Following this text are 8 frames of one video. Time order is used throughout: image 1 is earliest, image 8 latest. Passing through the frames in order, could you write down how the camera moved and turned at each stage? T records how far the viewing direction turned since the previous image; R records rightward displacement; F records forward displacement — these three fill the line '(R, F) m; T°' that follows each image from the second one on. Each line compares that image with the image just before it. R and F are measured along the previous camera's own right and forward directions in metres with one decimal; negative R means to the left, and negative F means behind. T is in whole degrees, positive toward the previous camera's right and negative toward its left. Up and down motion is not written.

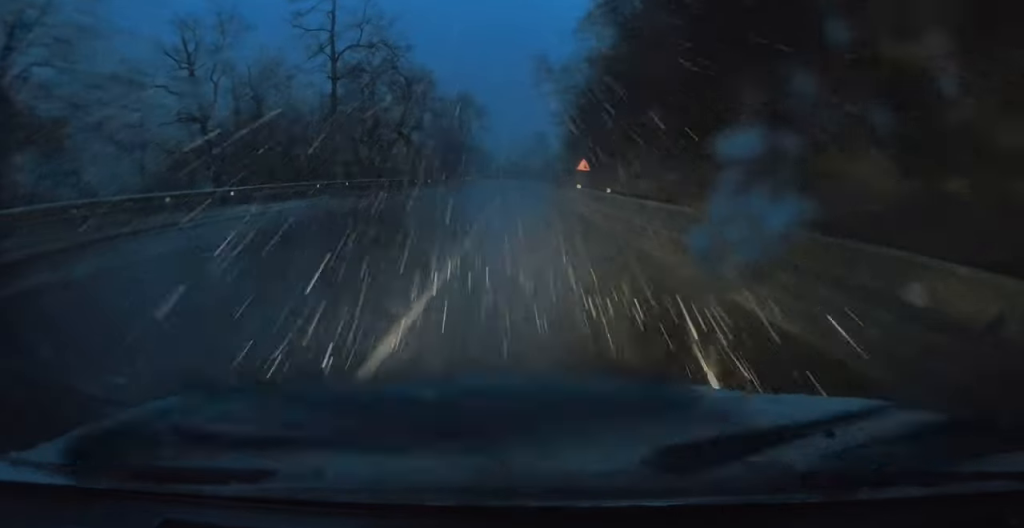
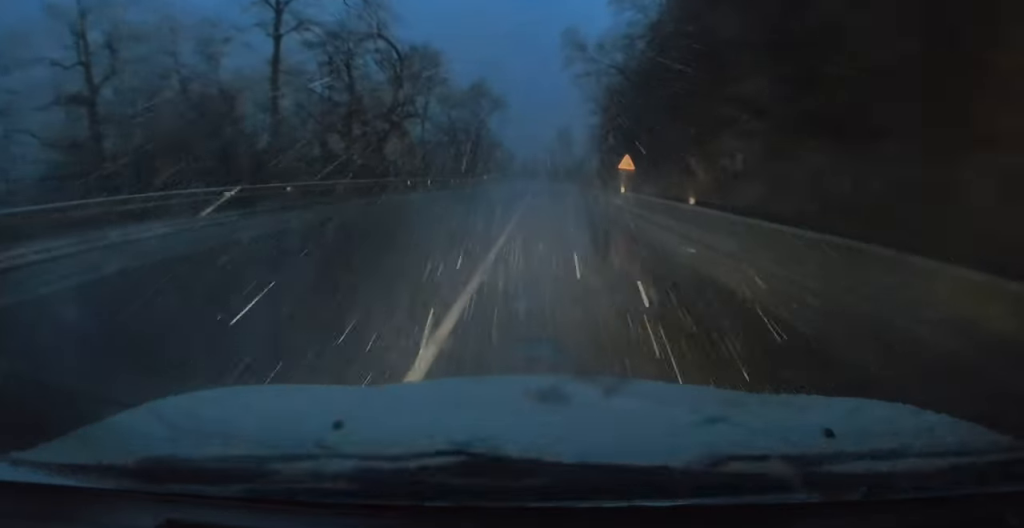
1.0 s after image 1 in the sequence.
(0.0, +10.9) m; +1°
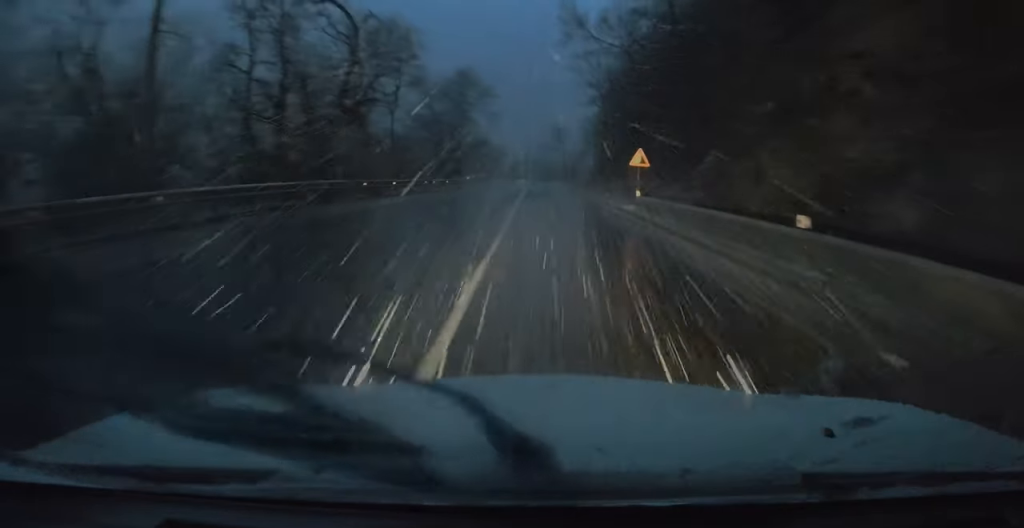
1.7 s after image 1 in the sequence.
(+0.1, +7.4) m; +1°
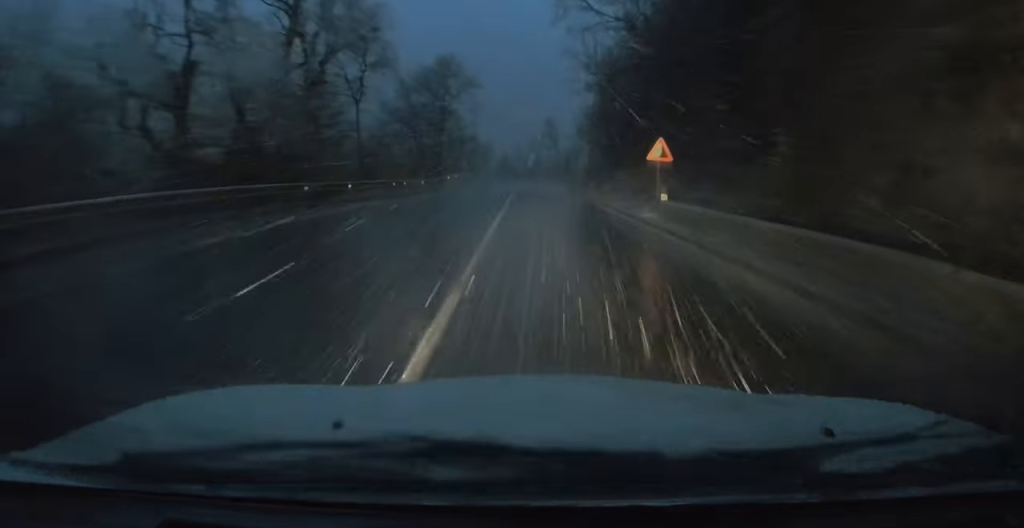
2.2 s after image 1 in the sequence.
(+0.1, +6.3) m; -1°
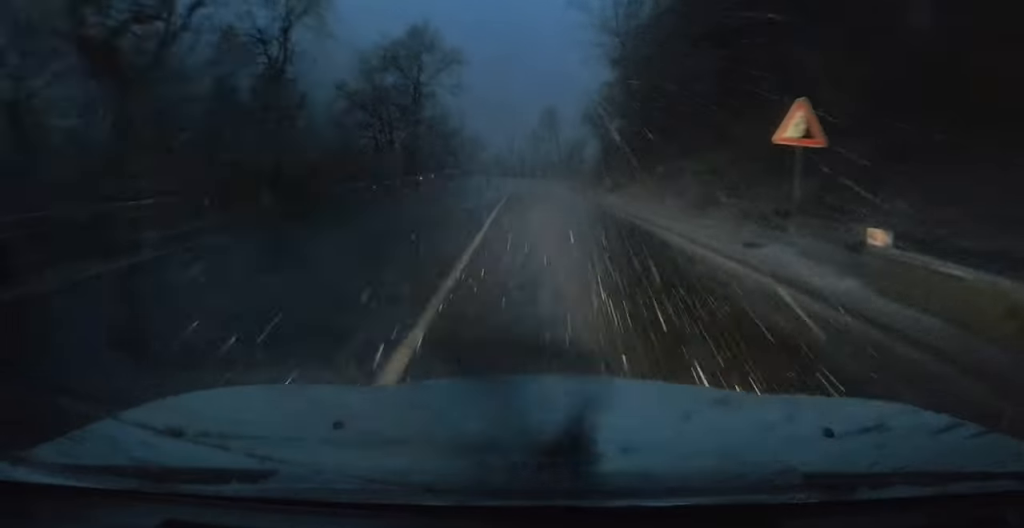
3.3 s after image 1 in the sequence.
(-0.2, +11.5) m; 0°
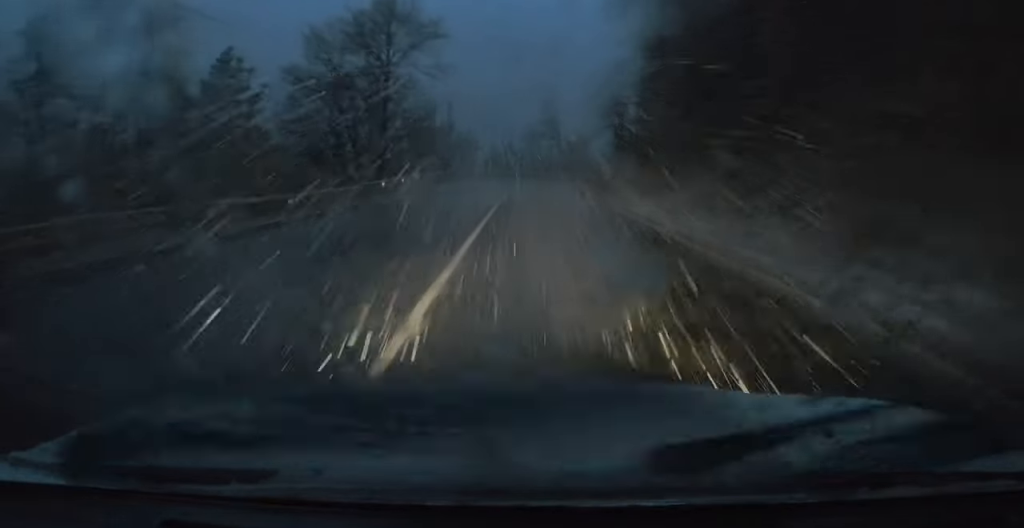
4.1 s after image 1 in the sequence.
(+0.1, +9.1) m; +2°
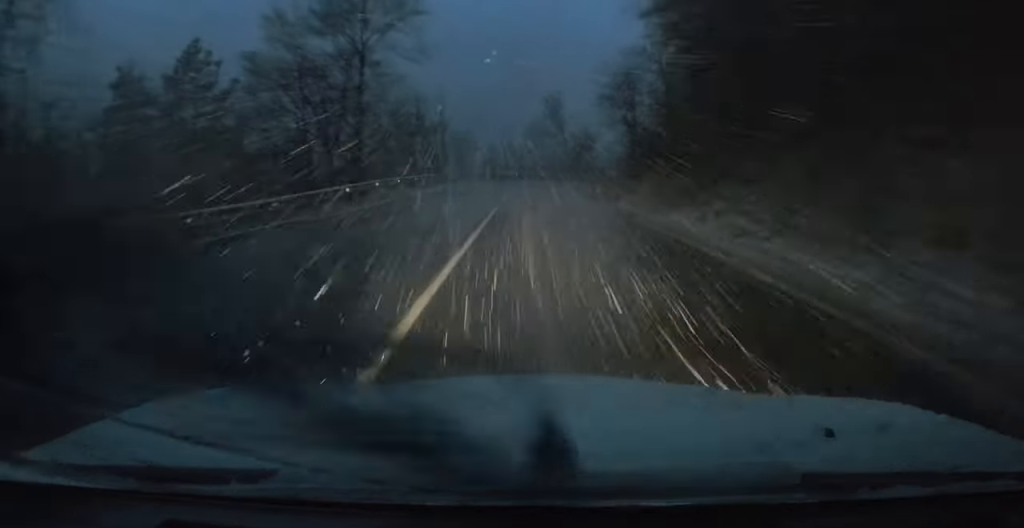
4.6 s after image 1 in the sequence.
(0.0, +5.4) m; +2°
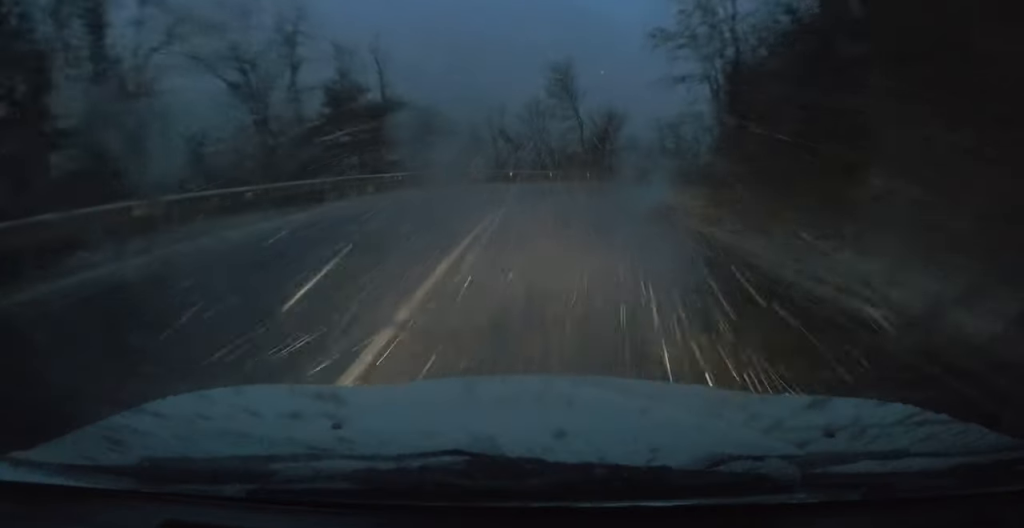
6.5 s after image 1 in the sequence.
(+0.2, +19.6) m; +2°
